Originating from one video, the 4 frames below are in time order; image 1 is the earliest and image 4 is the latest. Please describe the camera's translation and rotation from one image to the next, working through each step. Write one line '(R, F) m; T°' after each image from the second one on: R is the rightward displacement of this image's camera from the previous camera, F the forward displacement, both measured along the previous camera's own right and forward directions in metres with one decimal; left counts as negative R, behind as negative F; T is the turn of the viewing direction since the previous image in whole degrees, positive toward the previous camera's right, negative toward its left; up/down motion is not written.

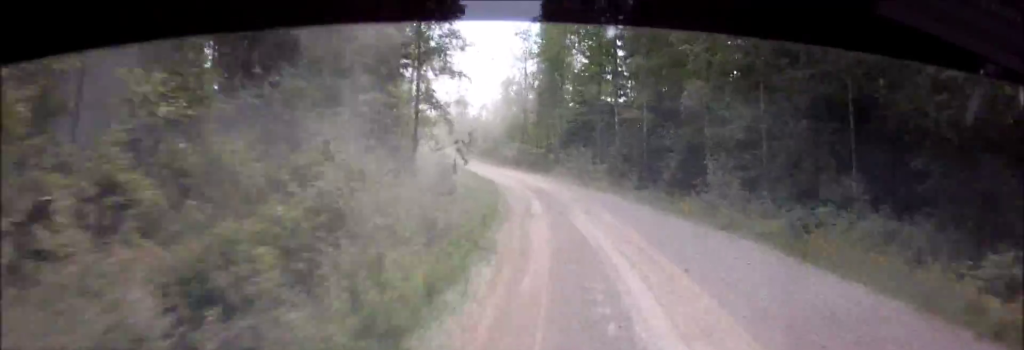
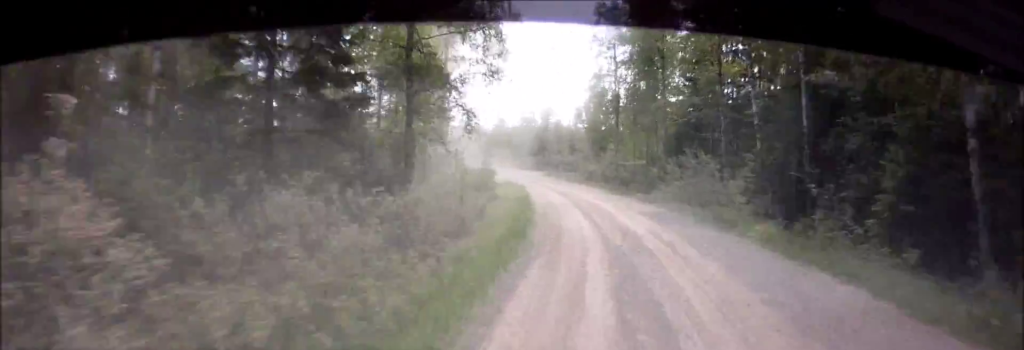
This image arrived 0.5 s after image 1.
(-0.5, +17.3) m; -4°
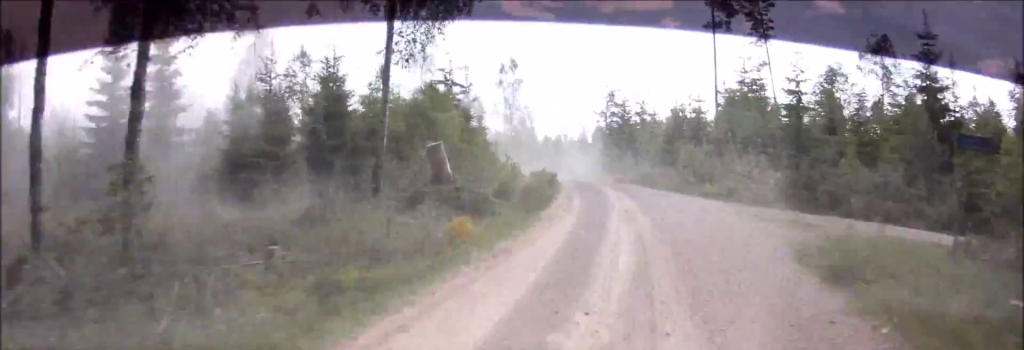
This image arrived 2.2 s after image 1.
(-5.9, +52.9) m; -16°
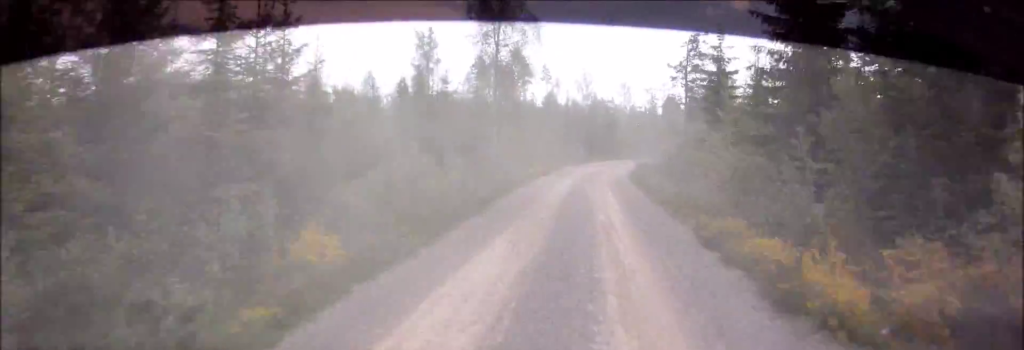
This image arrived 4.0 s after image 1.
(-6.0, +51.6) m; -5°
